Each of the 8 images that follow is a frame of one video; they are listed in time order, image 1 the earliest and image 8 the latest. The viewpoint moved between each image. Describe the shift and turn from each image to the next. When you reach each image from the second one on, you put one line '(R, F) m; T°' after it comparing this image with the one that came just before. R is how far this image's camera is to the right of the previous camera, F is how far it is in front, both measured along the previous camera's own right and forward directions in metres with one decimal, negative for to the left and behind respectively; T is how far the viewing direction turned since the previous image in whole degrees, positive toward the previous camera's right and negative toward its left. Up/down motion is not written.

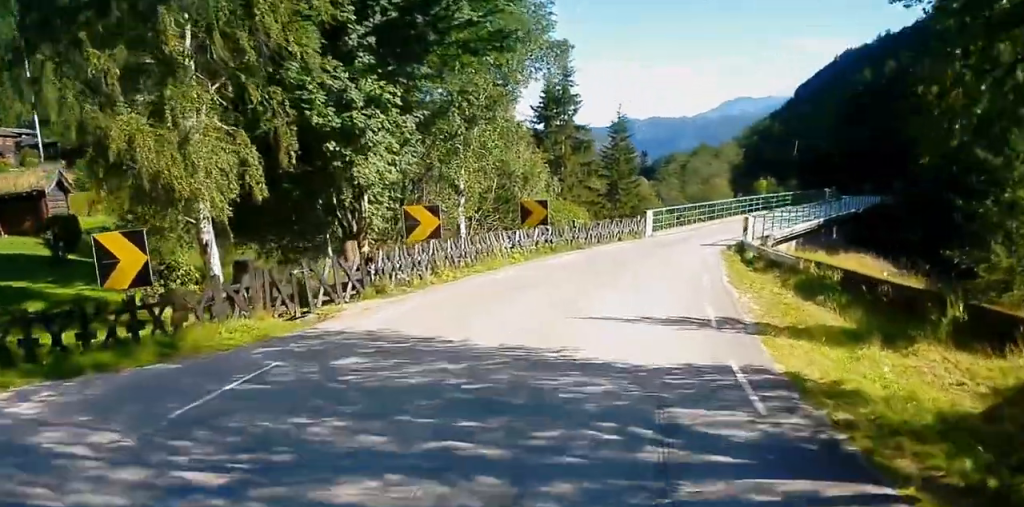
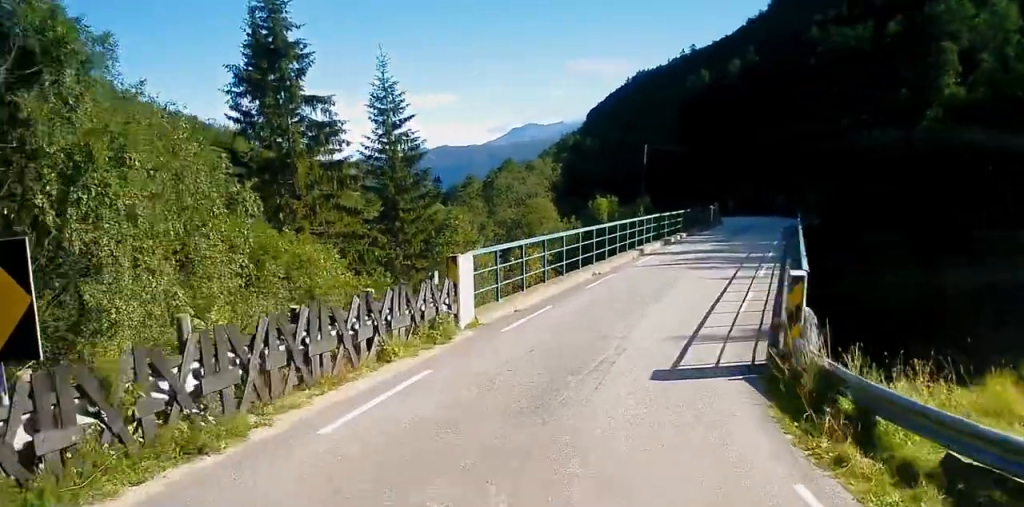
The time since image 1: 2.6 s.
(+2.3, +23.4) m; +6°
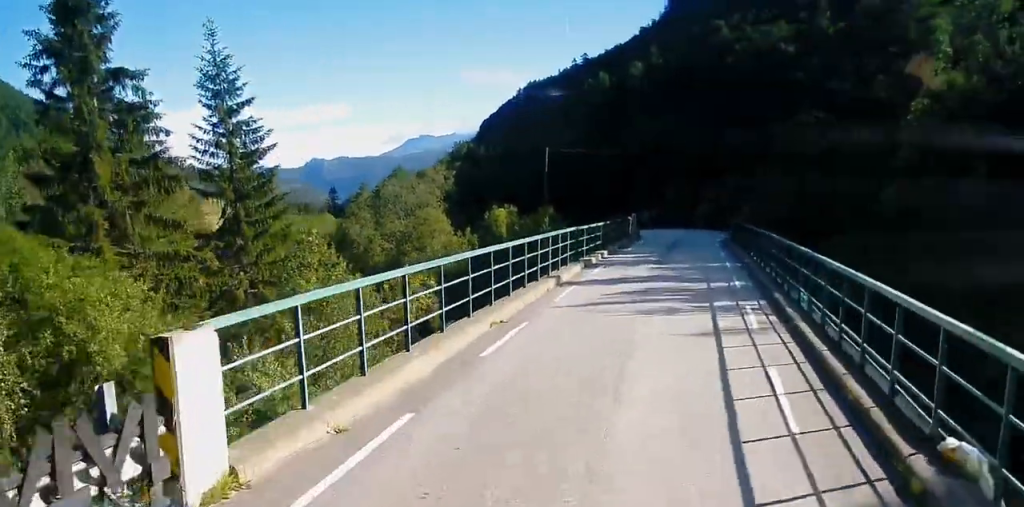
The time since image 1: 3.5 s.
(0.0, +8.1) m; 0°
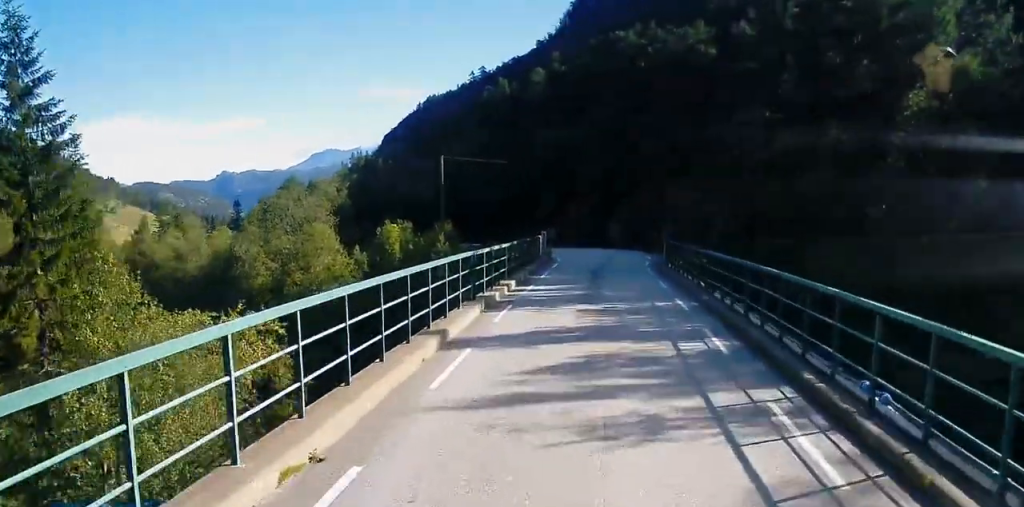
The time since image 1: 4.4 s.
(0.0, +7.6) m; +8°
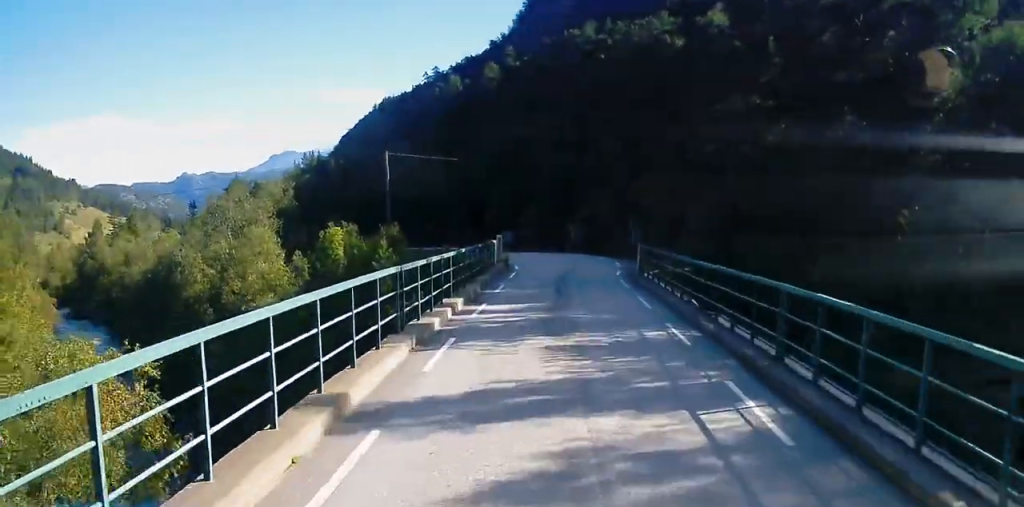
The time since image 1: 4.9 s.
(+0.4, +4.7) m; +7°
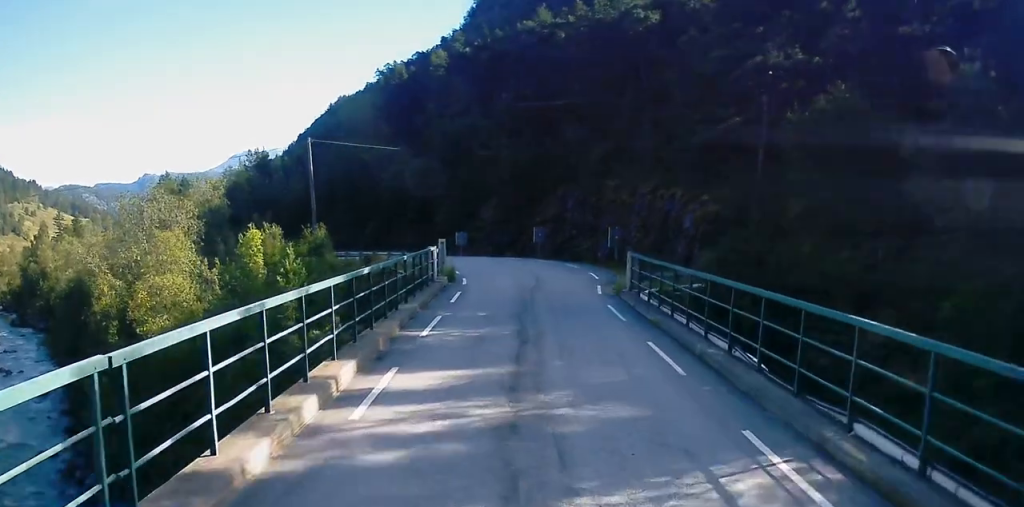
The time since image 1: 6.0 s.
(+1.2, +8.4) m; +9°
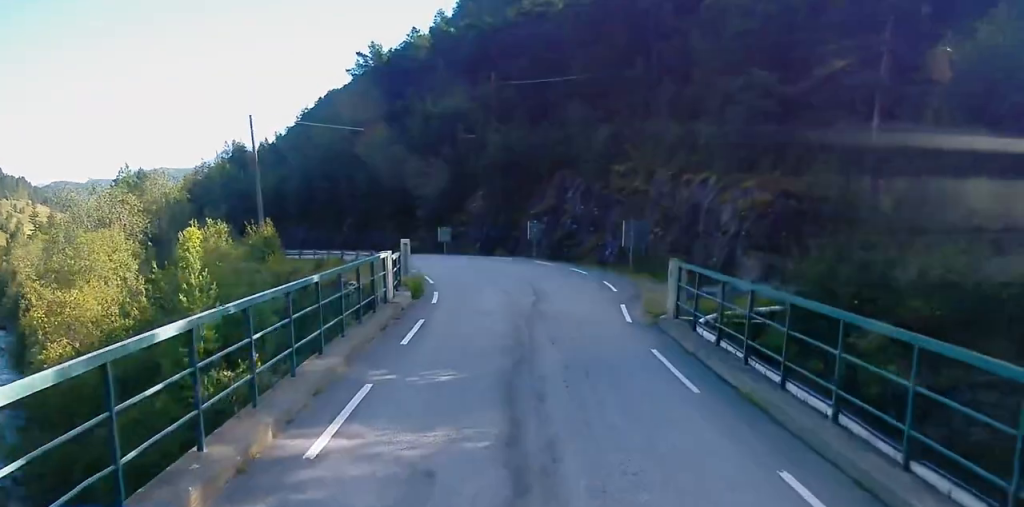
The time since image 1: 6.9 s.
(+0.2, +7.5) m; 0°
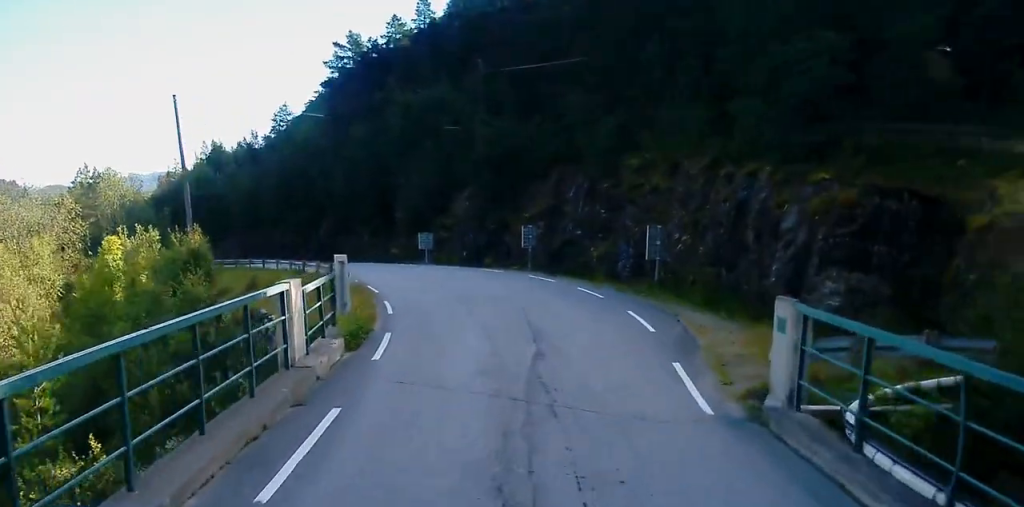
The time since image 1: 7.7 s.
(-0.3, +7.1) m; 0°
